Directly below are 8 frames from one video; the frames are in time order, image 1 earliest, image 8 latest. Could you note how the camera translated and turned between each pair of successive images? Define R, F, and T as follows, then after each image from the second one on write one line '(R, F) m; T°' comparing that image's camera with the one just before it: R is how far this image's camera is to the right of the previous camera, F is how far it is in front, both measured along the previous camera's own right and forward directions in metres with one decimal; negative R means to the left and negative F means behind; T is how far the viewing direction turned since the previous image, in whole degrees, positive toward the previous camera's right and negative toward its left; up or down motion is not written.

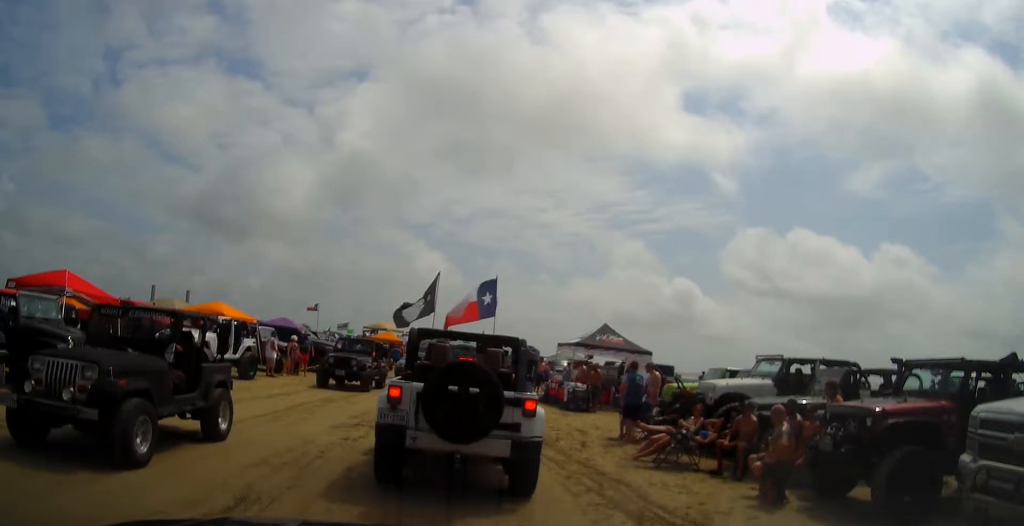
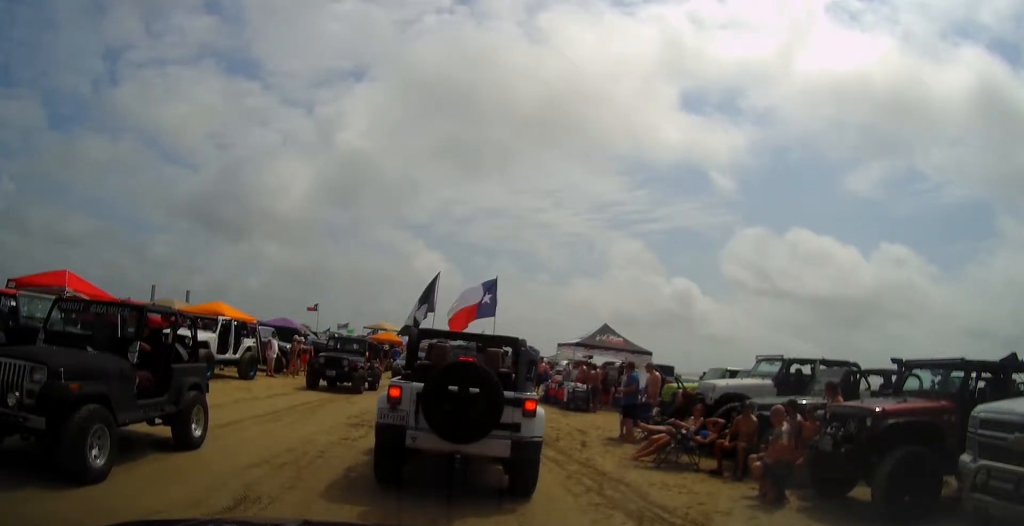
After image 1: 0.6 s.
(0.0, 0.0) m; 0°
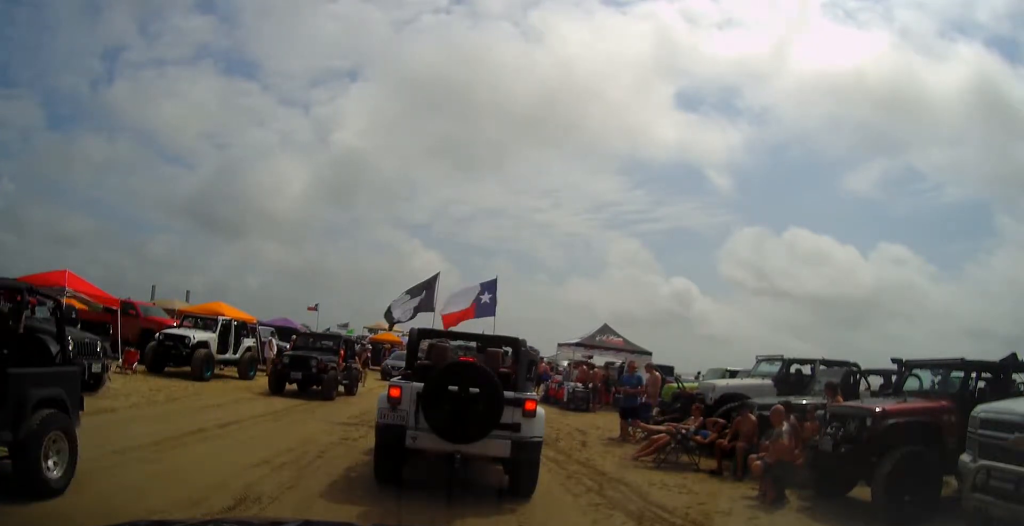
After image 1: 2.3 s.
(0.0, 0.0) m; 0°
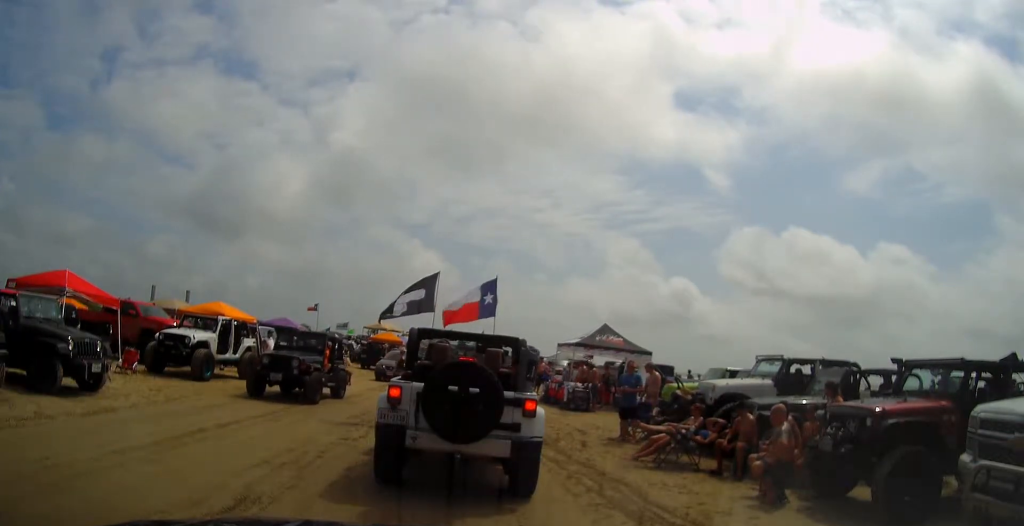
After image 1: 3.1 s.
(0.0, 0.0) m; 0°
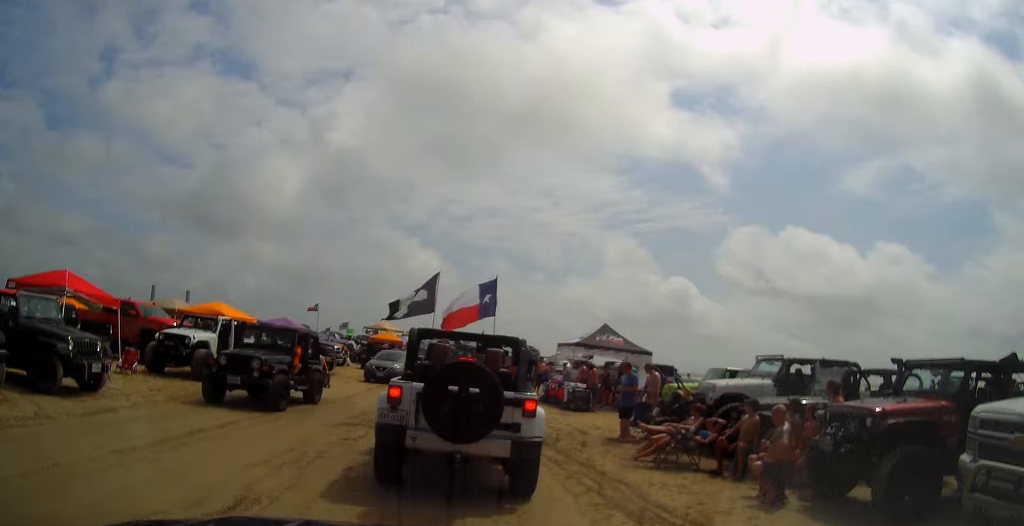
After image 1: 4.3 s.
(0.0, 0.0) m; 0°
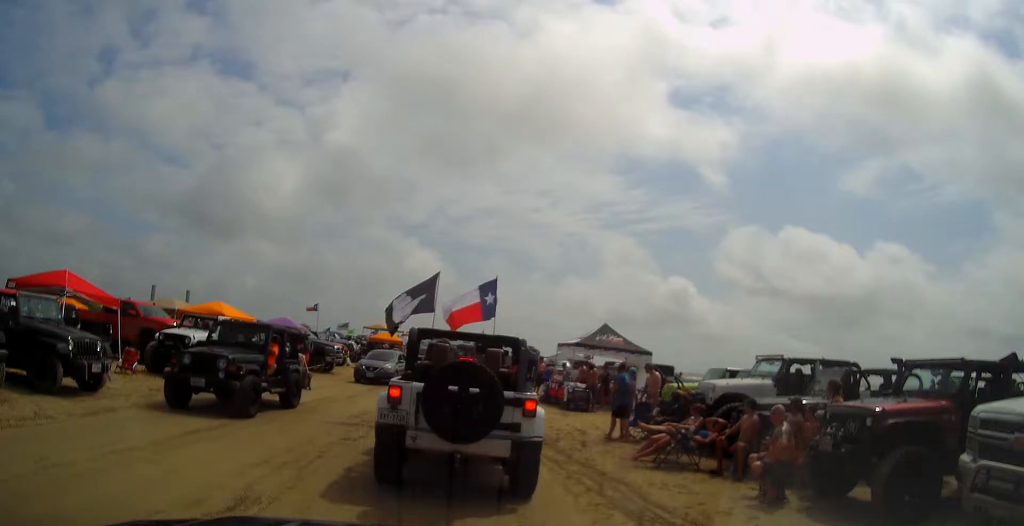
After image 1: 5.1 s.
(0.0, 0.0) m; 0°
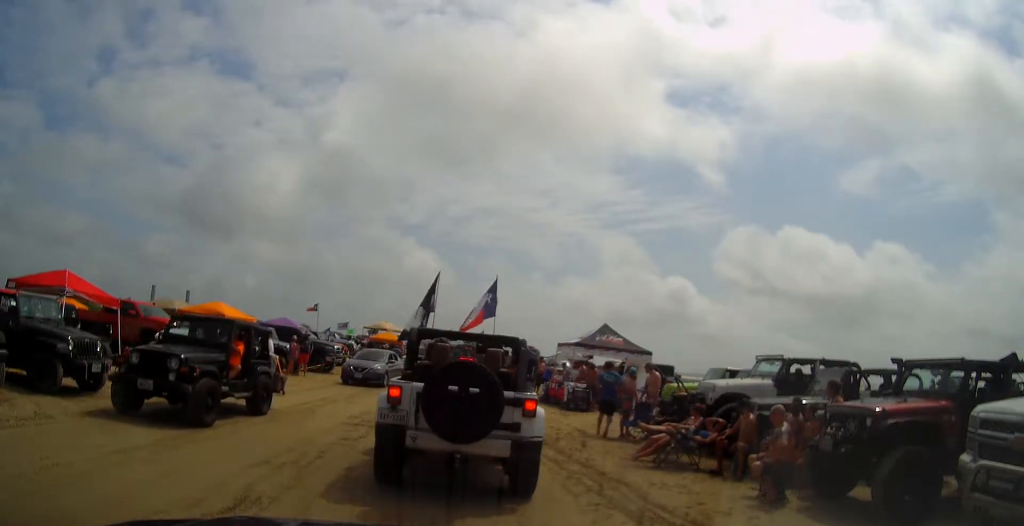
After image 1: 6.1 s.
(0.0, 0.0) m; 0°
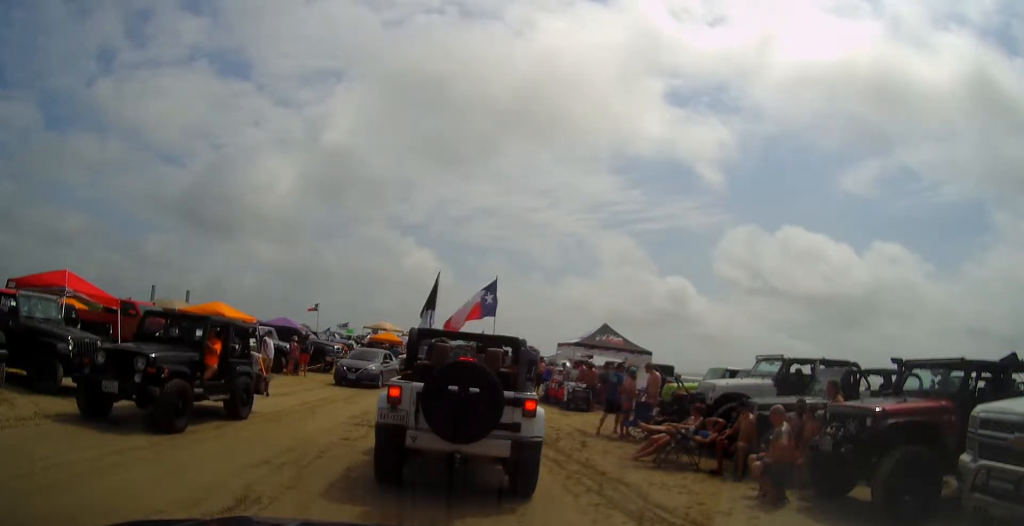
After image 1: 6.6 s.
(0.0, 0.0) m; 0°
